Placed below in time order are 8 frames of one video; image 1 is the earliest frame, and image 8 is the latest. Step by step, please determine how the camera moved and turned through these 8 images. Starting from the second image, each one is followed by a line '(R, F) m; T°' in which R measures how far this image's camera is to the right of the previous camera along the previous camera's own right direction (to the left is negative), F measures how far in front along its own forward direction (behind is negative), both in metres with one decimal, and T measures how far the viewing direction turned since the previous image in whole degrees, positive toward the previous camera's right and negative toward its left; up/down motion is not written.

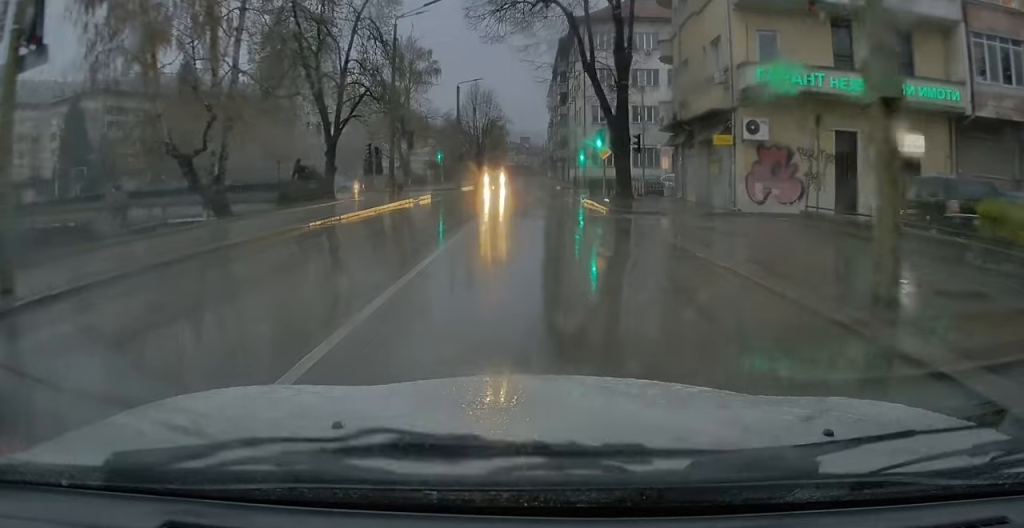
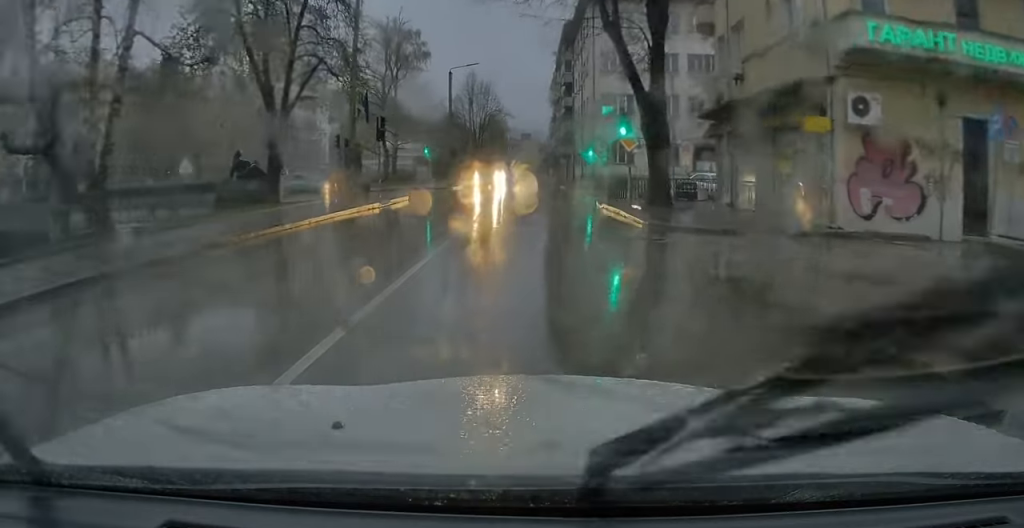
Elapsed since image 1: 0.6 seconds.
(-0.1, +7.9) m; 0°
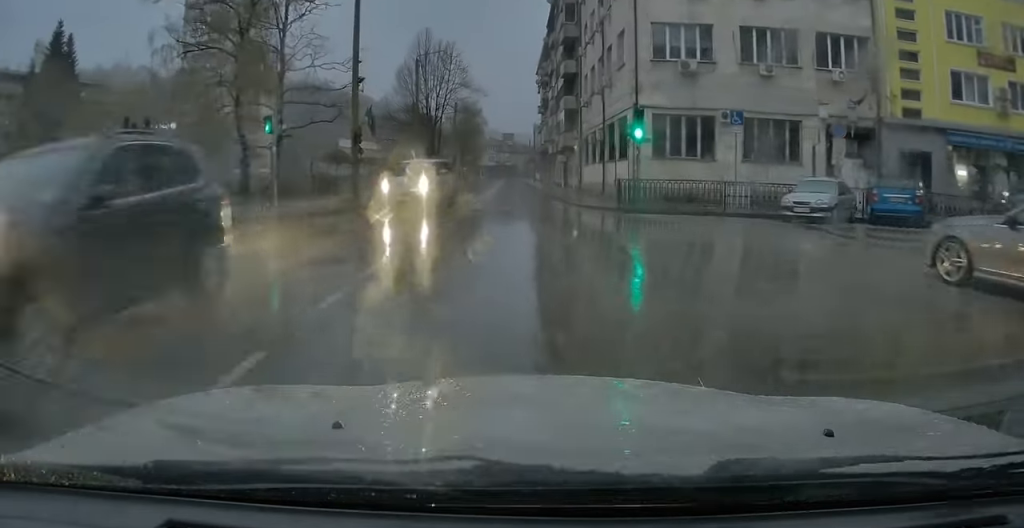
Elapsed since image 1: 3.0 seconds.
(+0.4, +30.1) m; +1°
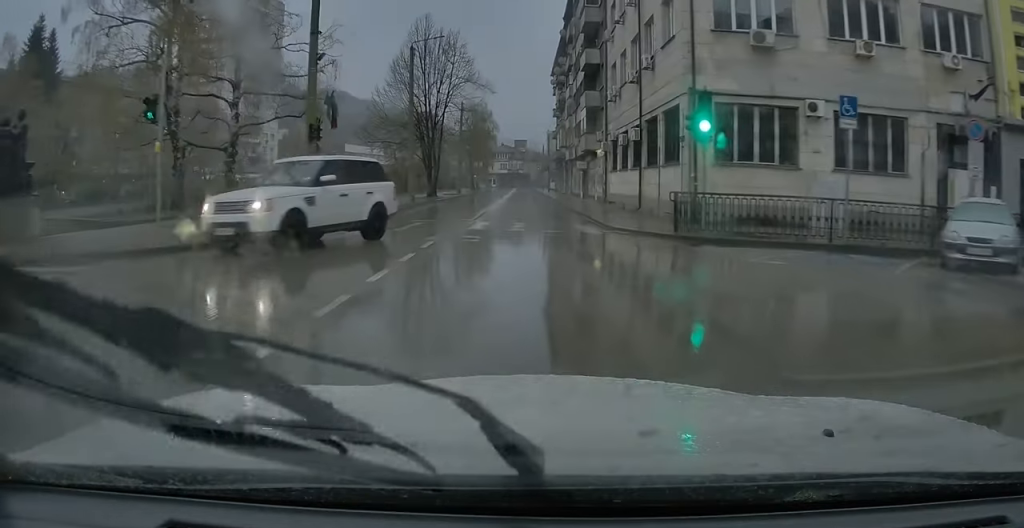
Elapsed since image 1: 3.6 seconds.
(0.0, +7.3) m; 0°
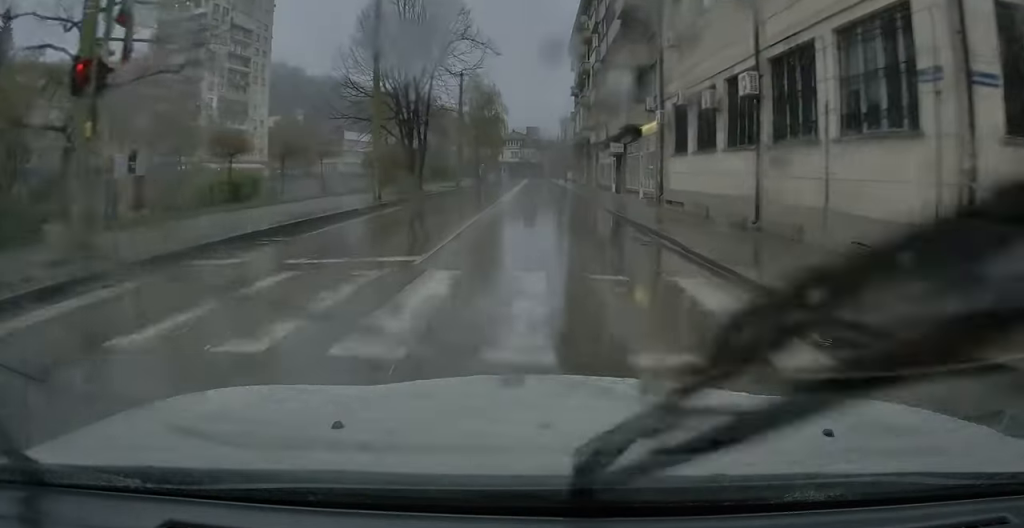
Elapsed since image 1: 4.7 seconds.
(-0.1, +11.9) m; -1°
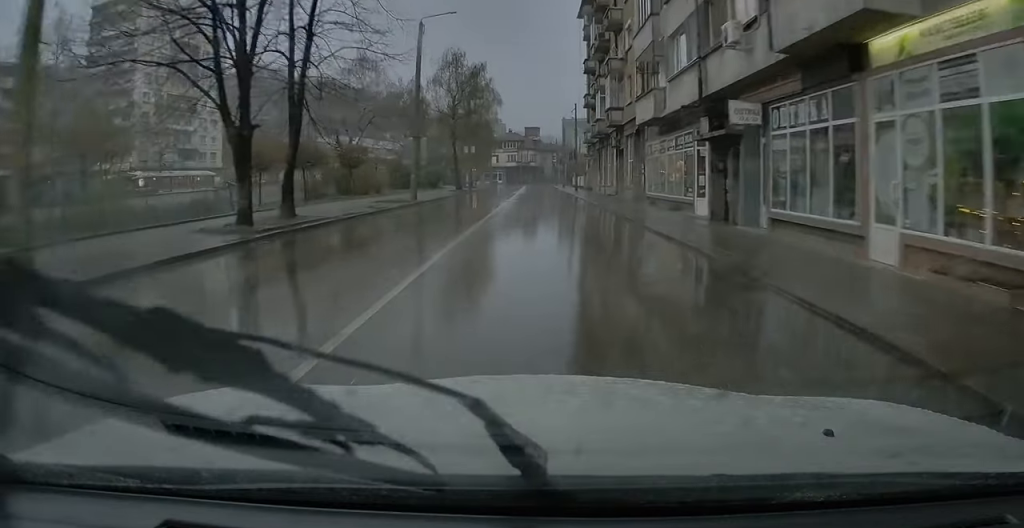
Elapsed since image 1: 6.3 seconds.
(-0.3, +20.6) m; -1°
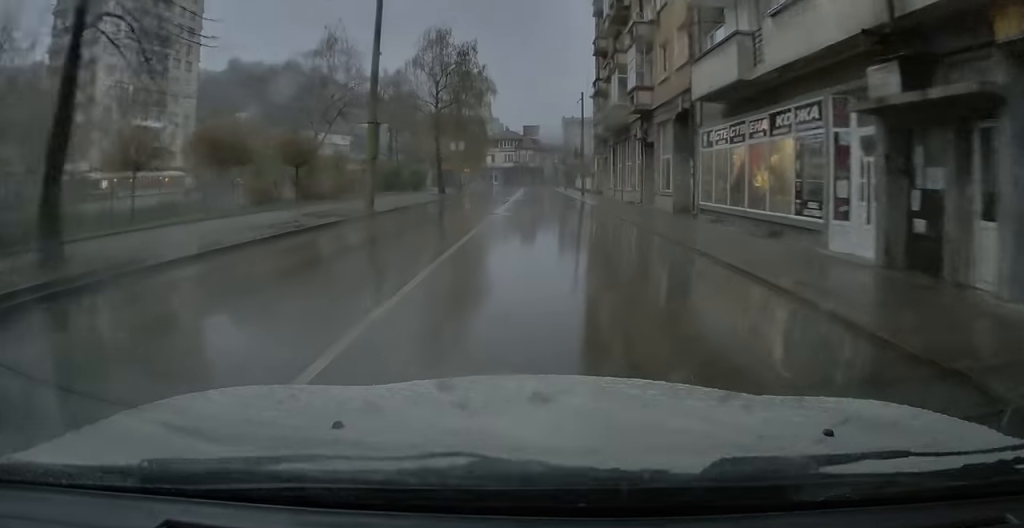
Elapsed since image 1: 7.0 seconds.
(0.0, +9.7) m; 0°
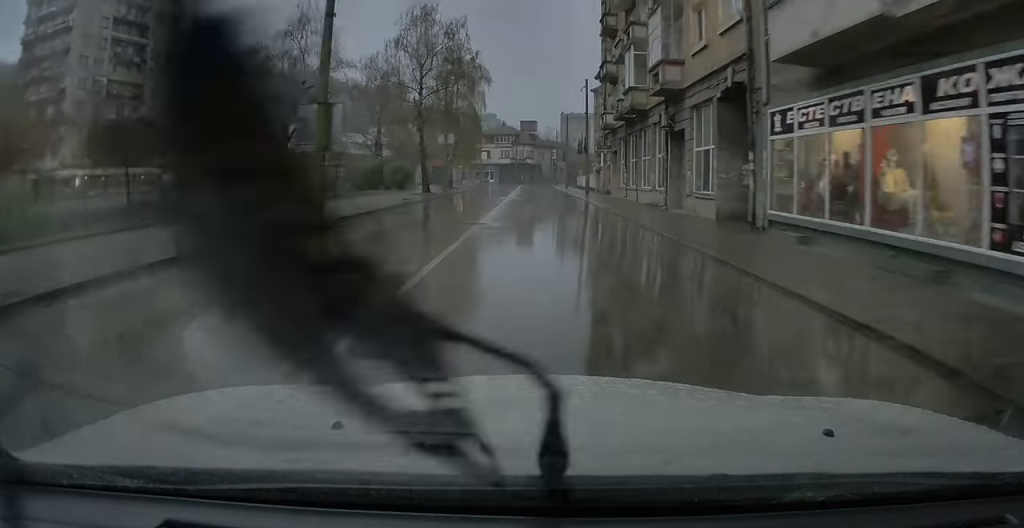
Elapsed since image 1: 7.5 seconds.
(0.0, +6.3) m; 0°
